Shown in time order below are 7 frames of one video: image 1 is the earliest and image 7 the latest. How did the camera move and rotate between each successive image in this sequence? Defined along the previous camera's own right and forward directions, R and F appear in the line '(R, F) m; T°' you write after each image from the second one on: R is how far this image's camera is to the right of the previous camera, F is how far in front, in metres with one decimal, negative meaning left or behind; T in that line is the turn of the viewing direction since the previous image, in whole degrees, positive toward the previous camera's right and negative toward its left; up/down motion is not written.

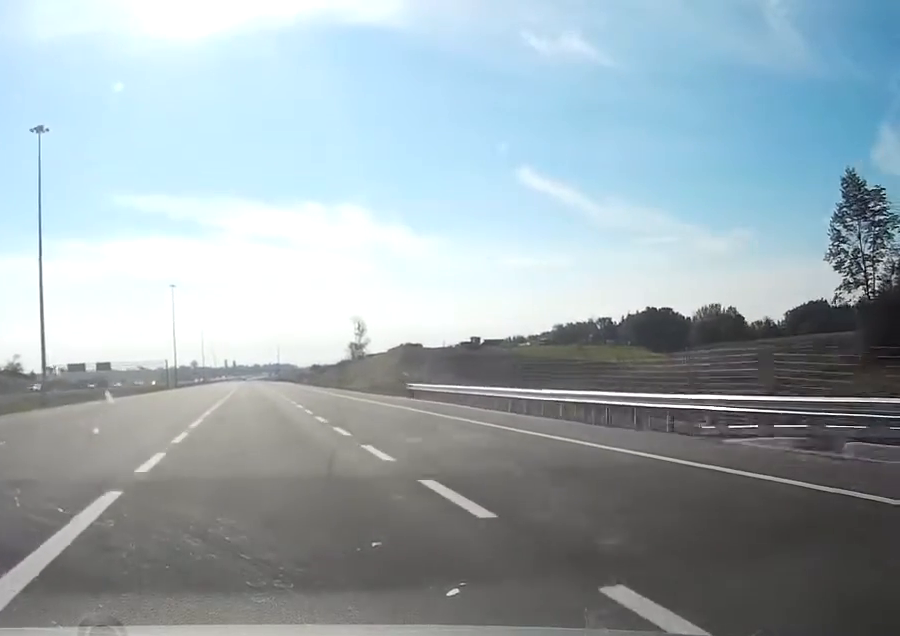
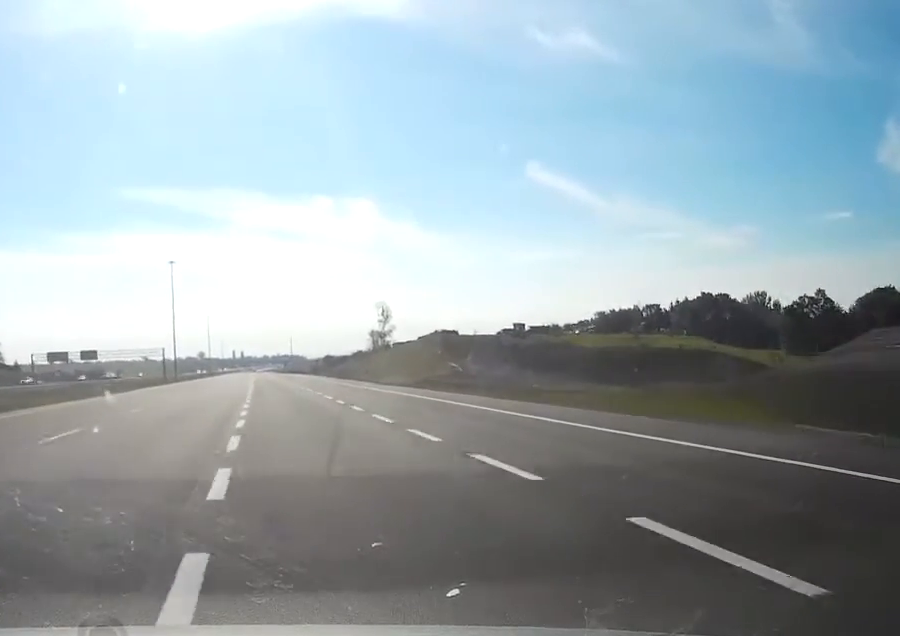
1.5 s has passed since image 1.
(+2.2, +45.4) m; +3°
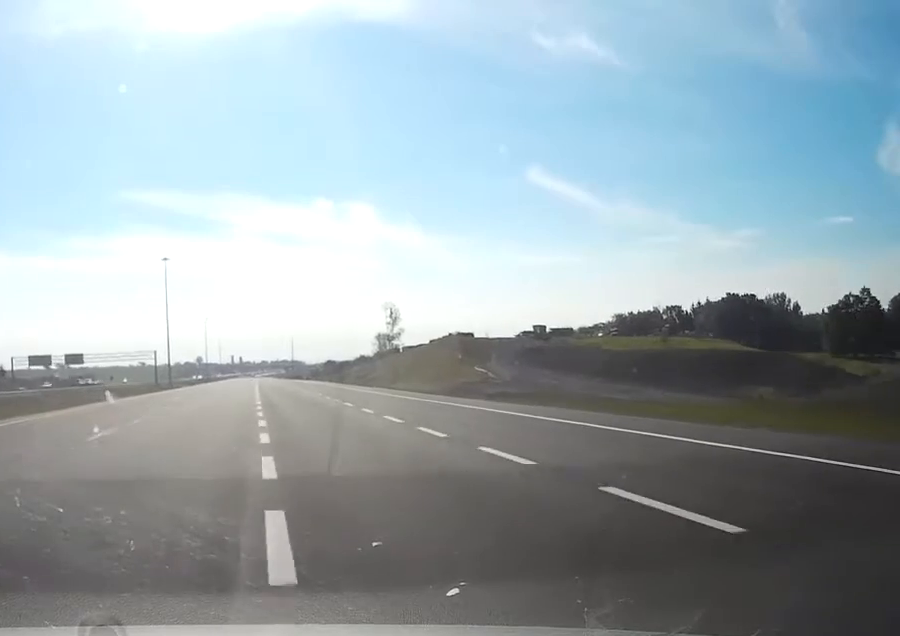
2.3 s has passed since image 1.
(0.0, +21.8) m; 0°
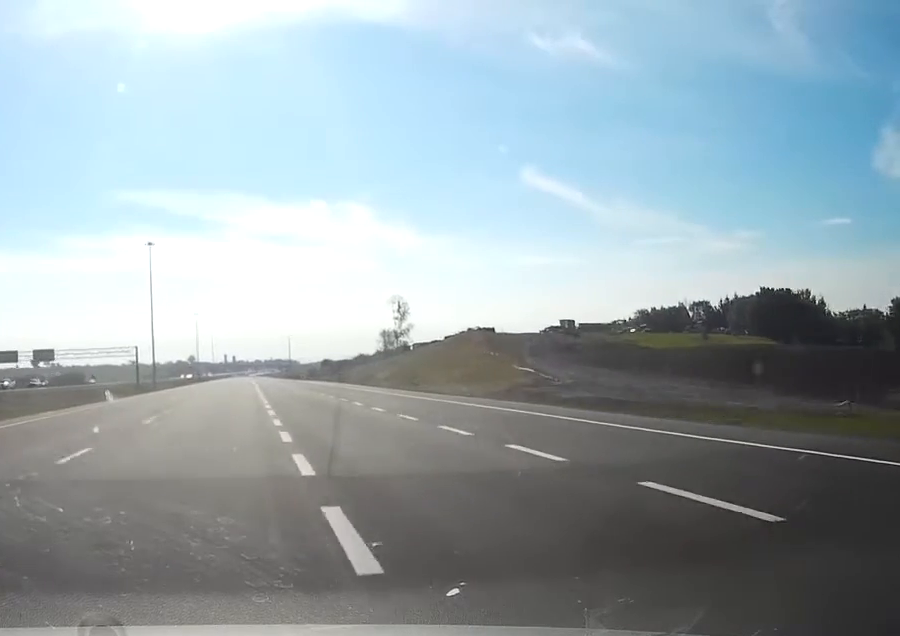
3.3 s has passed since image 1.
(+0.1, +29.7) m; +1°
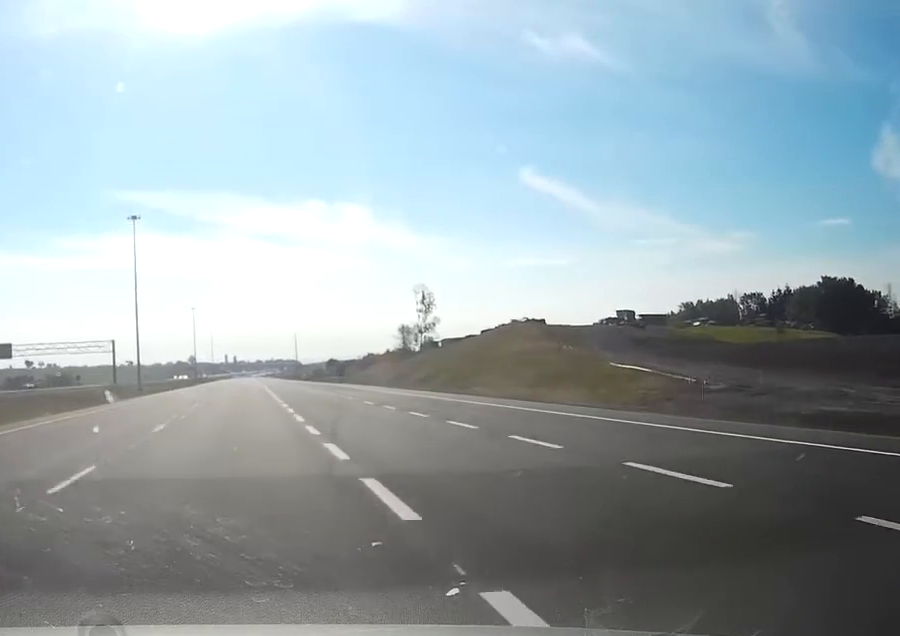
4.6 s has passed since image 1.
(+0.6, +39.6) m; -1°
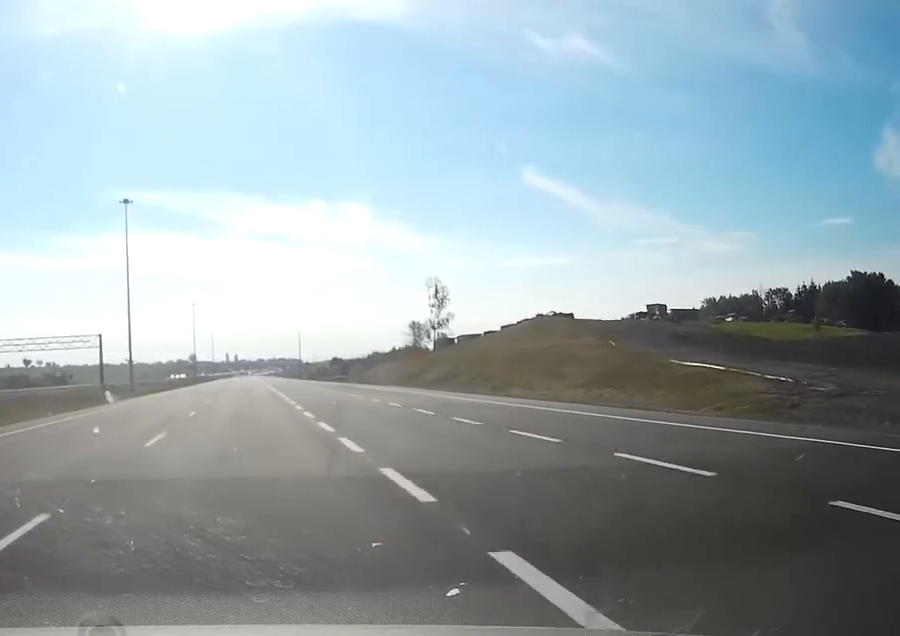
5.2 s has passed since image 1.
(-0.5, +16.9) m; 0°
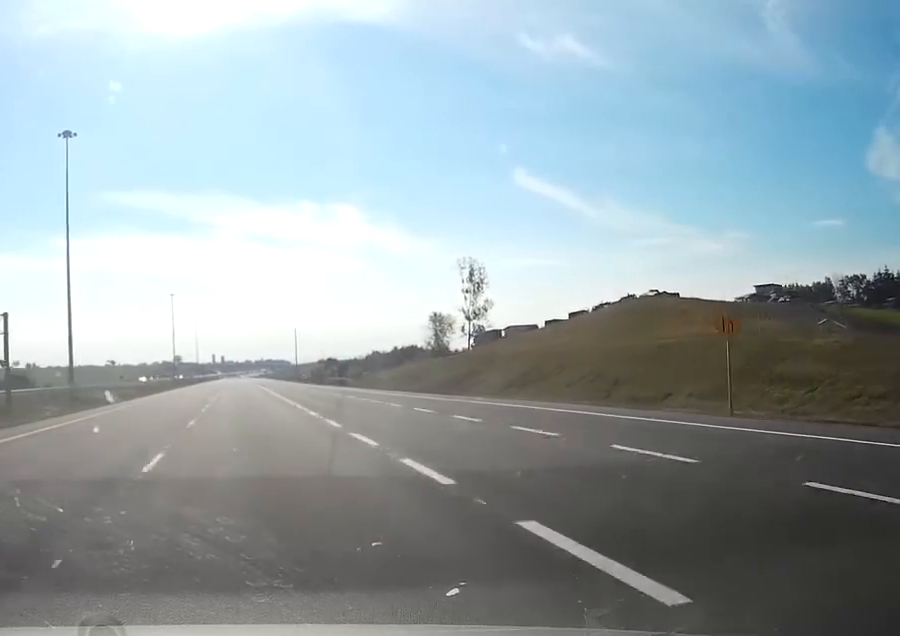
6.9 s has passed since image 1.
(+0.5, +52.5) m; +1°
